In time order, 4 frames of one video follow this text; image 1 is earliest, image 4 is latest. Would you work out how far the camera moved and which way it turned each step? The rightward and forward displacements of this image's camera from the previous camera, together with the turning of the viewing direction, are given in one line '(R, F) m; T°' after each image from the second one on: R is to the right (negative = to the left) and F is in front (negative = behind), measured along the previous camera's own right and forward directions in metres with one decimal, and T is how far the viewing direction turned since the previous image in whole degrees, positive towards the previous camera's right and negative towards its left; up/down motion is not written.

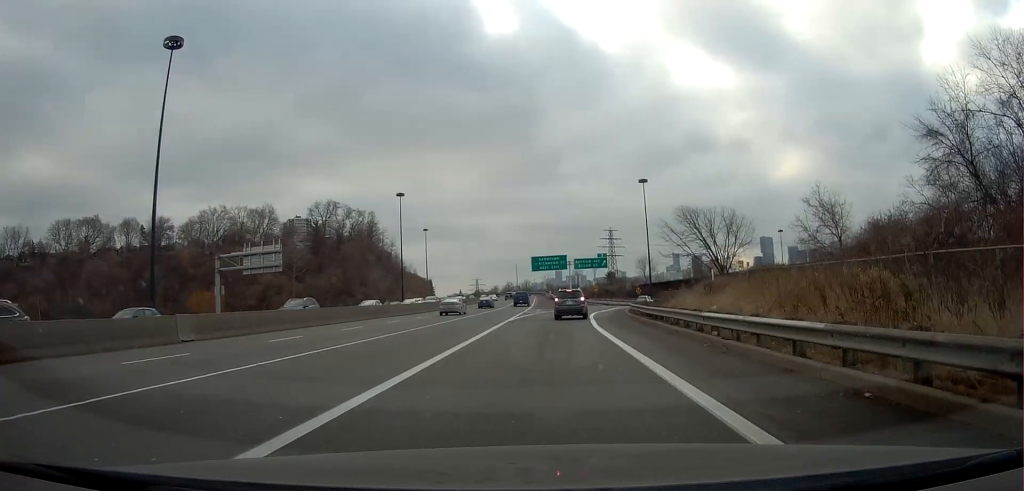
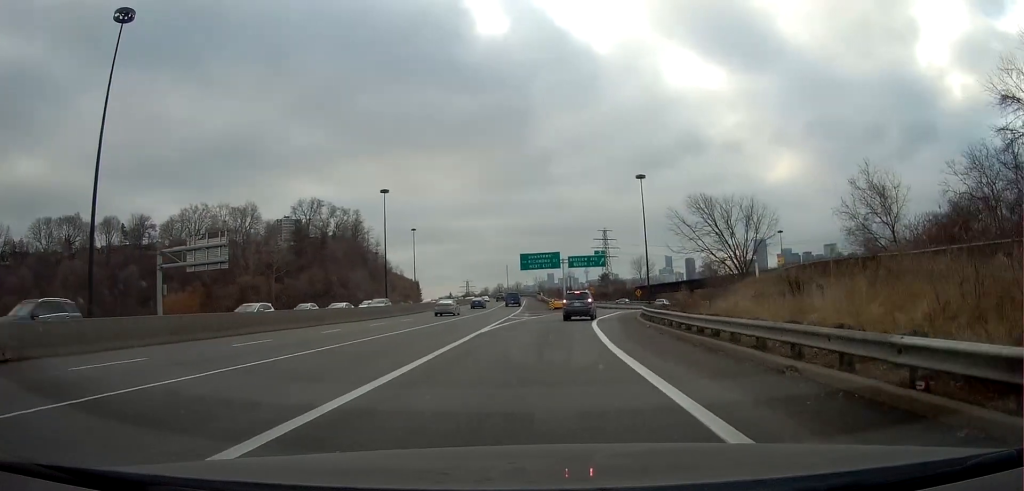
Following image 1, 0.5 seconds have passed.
(+0.1, +9.6) m; +1°
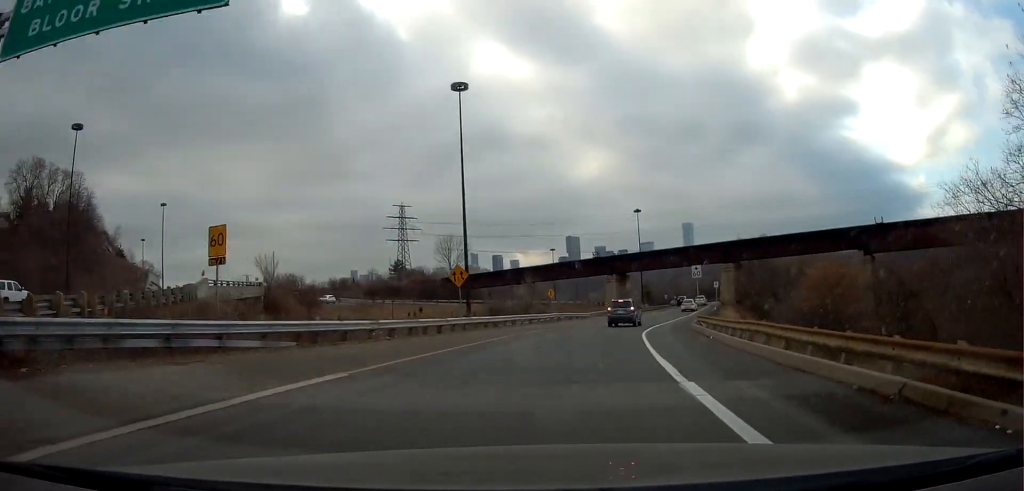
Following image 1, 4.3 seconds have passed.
(+9.9, +67.1) m; +21°
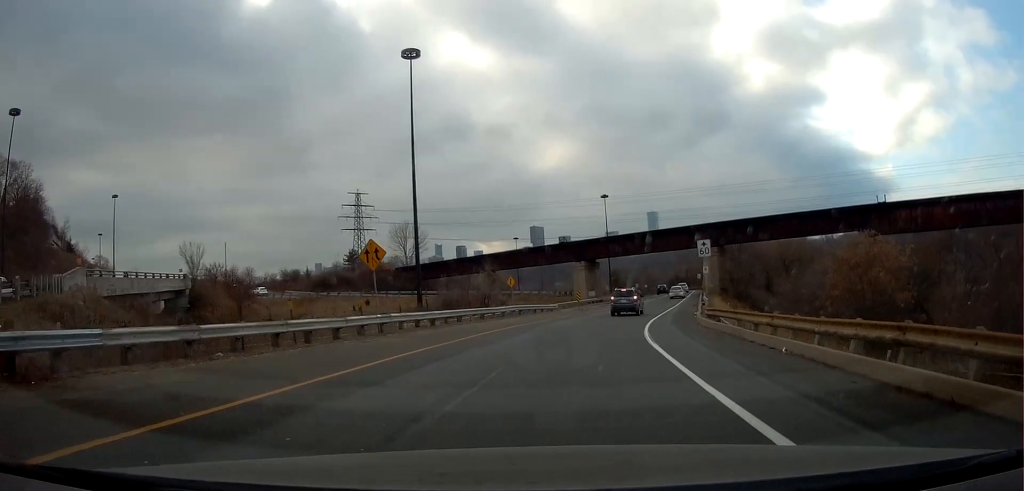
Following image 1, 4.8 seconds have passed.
(-0.1, +9.9) m; +4°
